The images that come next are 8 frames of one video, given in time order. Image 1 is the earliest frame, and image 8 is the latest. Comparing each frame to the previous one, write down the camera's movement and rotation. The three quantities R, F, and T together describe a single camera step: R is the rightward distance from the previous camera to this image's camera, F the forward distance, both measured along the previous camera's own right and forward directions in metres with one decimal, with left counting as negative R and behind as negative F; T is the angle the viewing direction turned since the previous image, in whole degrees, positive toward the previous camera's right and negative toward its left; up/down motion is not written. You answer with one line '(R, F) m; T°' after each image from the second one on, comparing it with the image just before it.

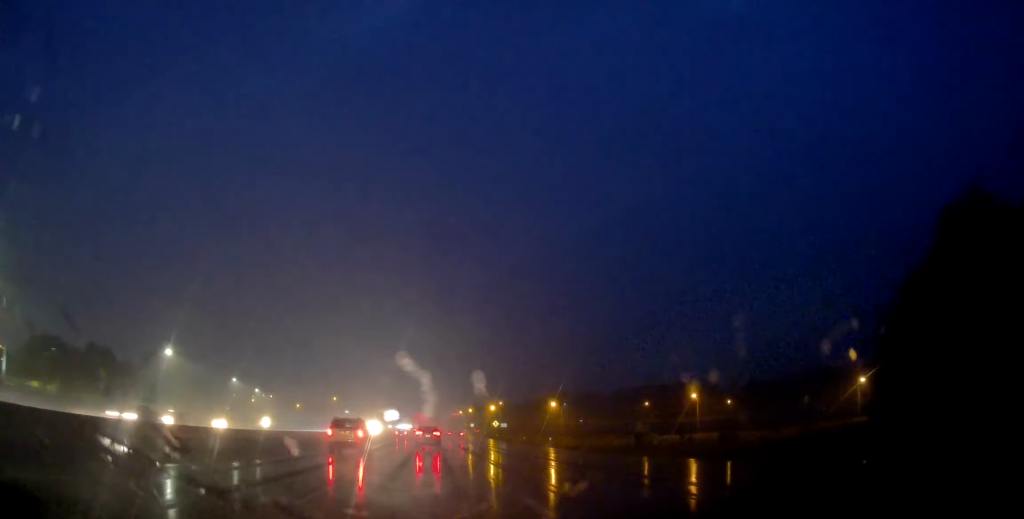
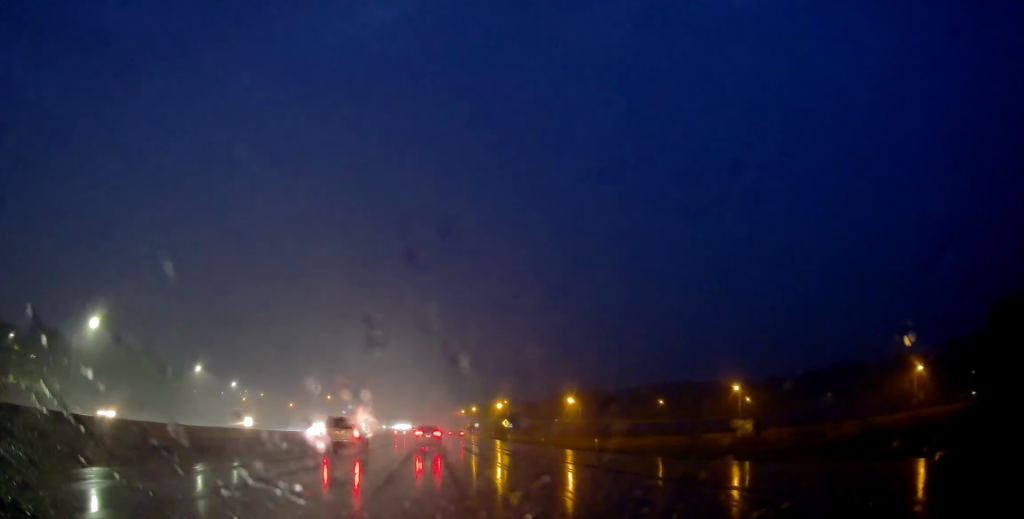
(+0.1, +20.9) m; +1°
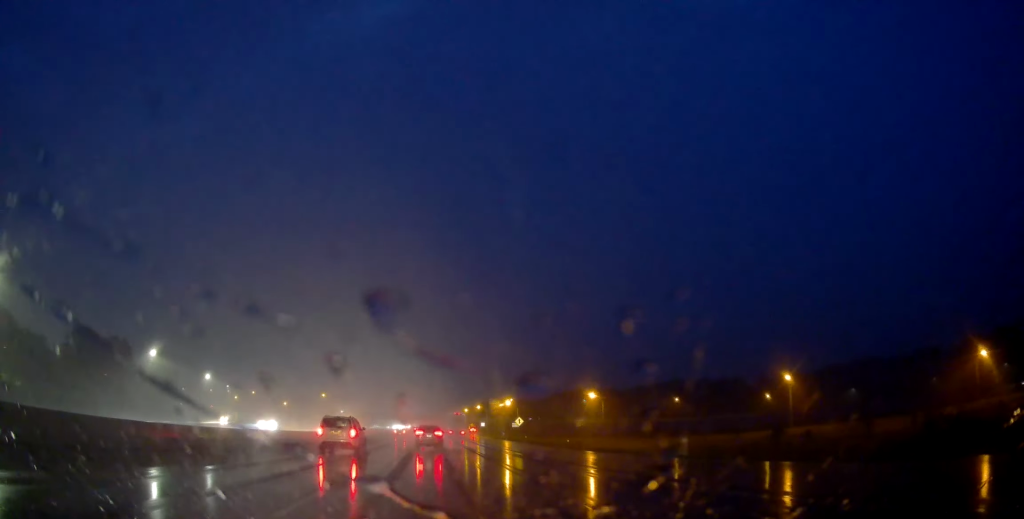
(+0.4, +18.9) m; 0°
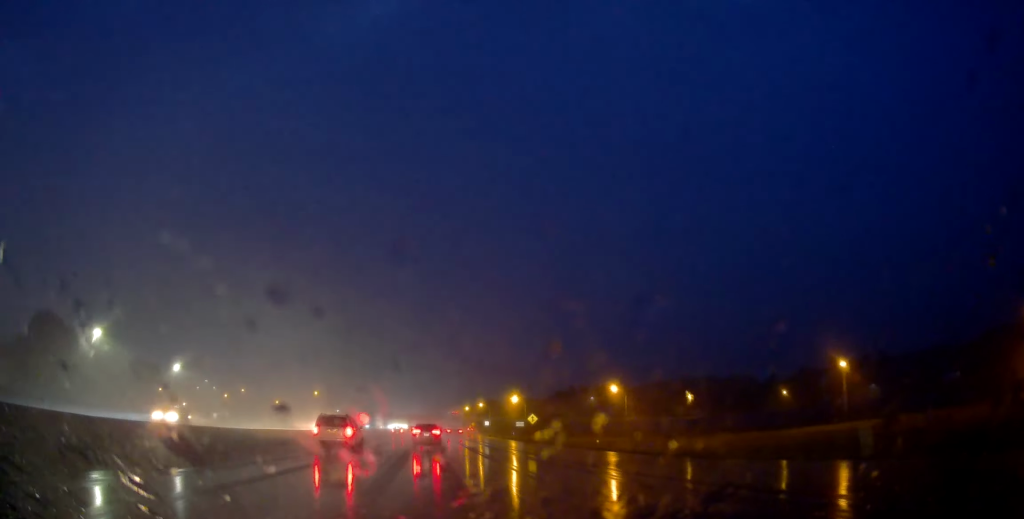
(-0.1, +16.1) m; 0°
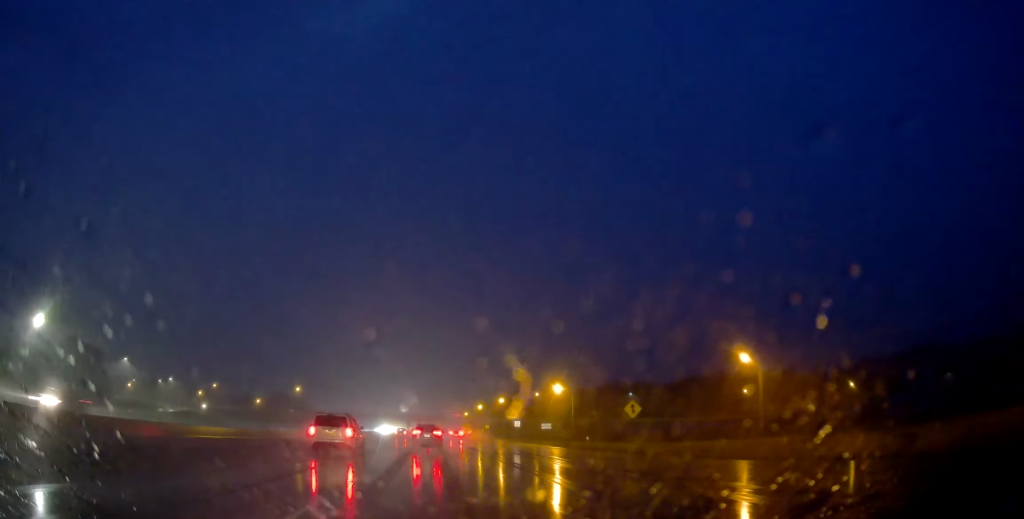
(-0.4, +47.5) m; -1°
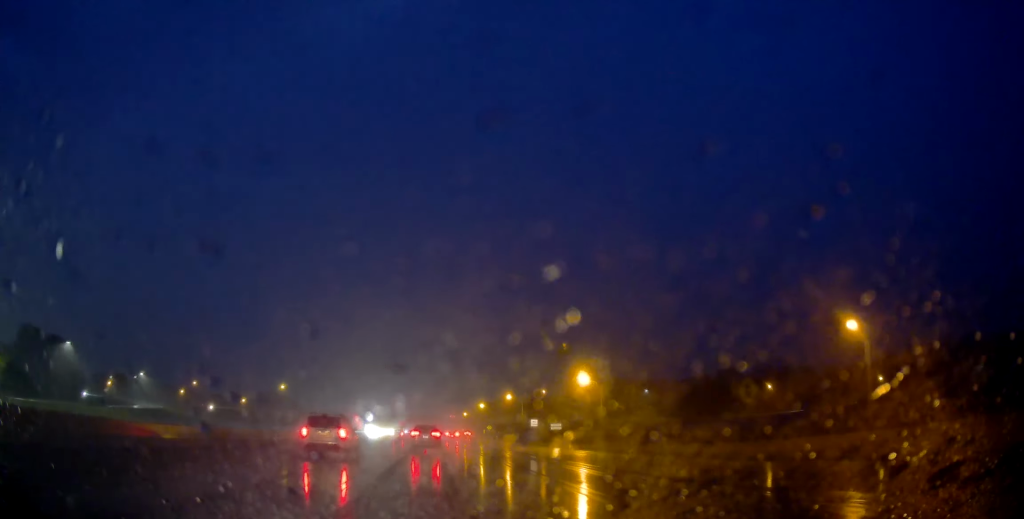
(-0.2, +20.0) m; 0°
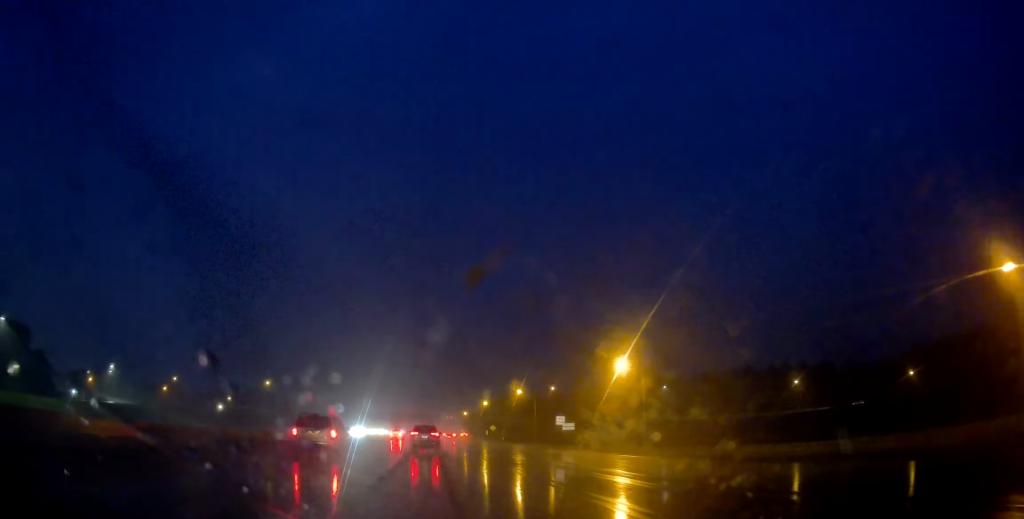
(0.0, +18.3) m; +1°
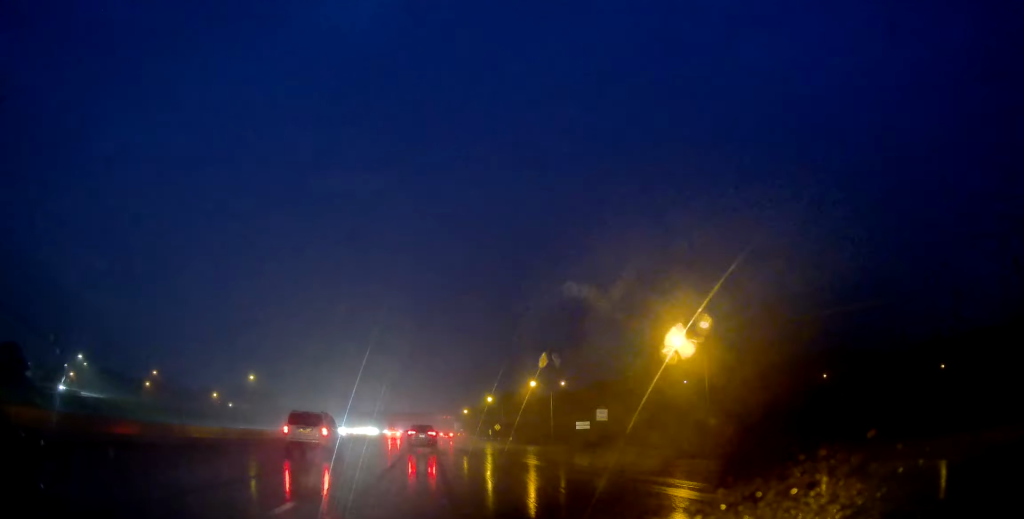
(+0.3, +16.6) m; +1°
